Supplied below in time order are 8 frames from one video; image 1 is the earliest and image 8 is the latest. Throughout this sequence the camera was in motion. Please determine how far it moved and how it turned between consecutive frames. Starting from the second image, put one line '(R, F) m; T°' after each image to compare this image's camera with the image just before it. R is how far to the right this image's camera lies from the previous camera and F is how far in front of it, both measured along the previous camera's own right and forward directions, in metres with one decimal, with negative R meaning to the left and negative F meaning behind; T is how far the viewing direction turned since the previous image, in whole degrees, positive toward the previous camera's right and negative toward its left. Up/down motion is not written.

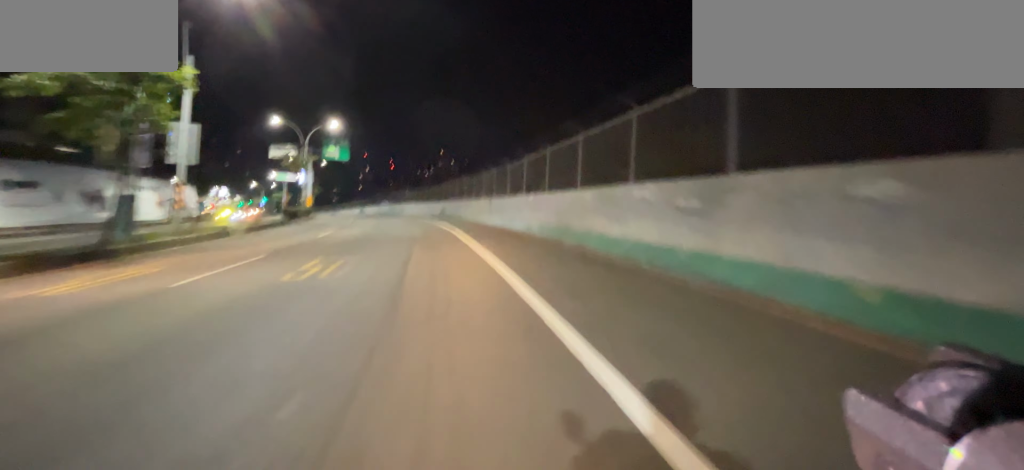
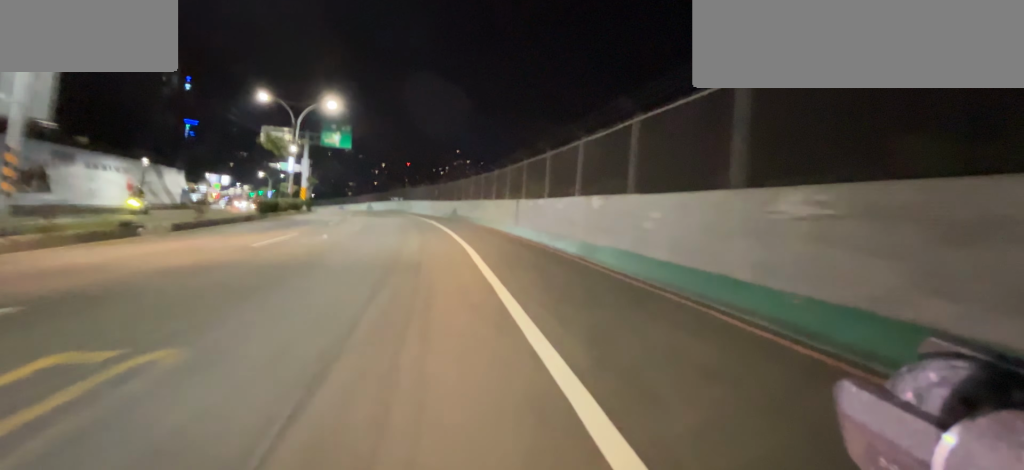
(-0.1, +6.5) m; -3°
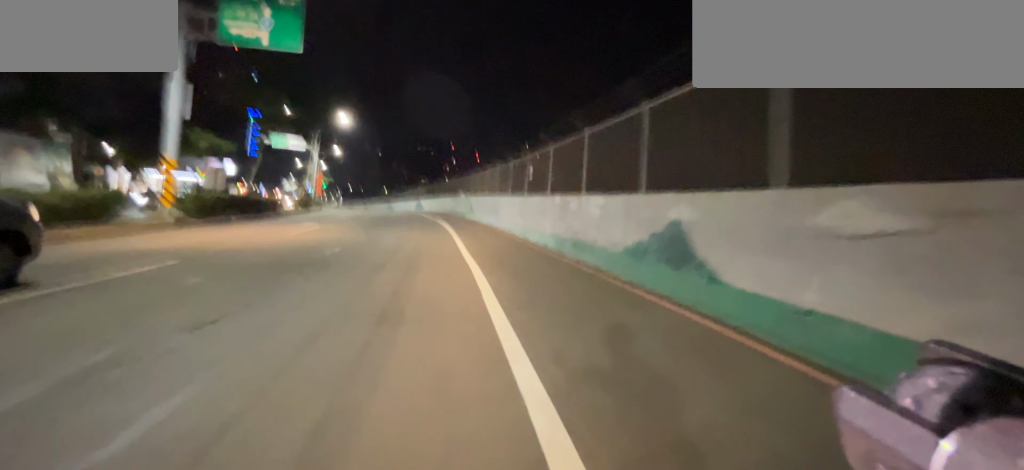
(-2.1, +28.2) m; -9°
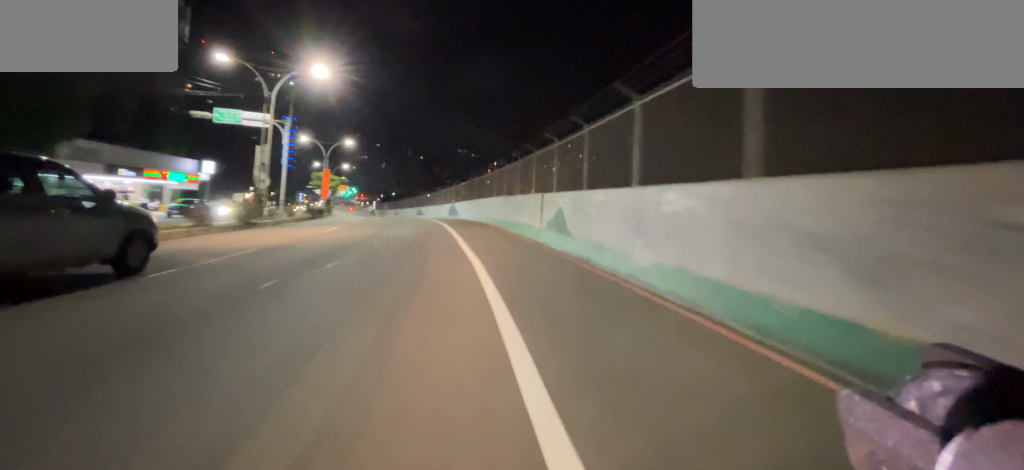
(-1.1, +17.8) m; -5°
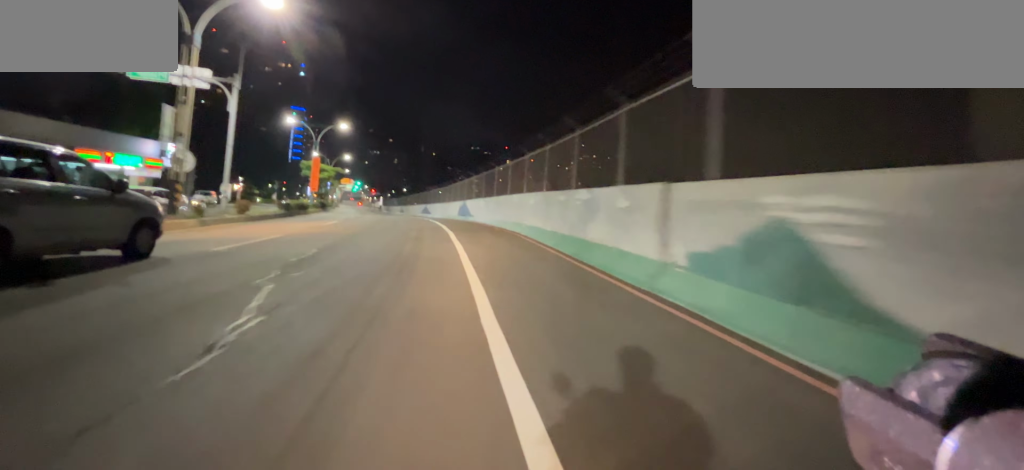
(+0.1, +8.2) m; -2°
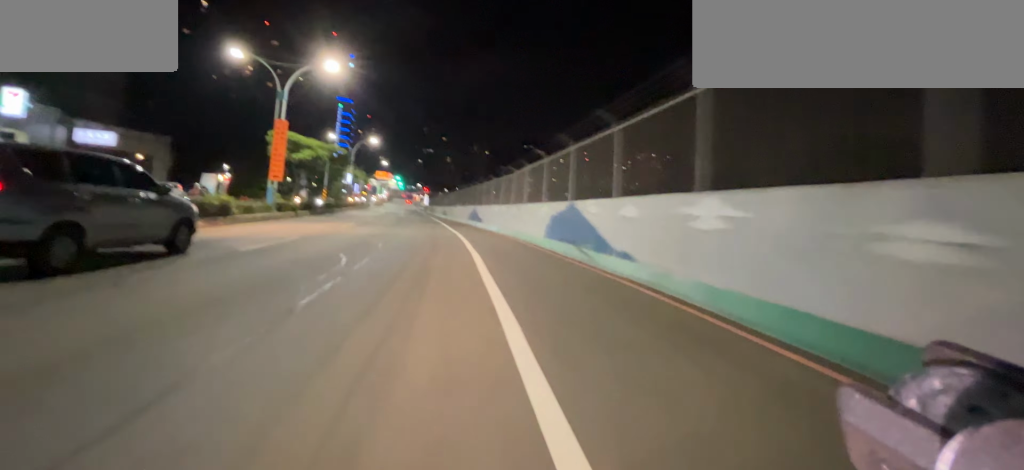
(-1.3, +20.6) m; -5°
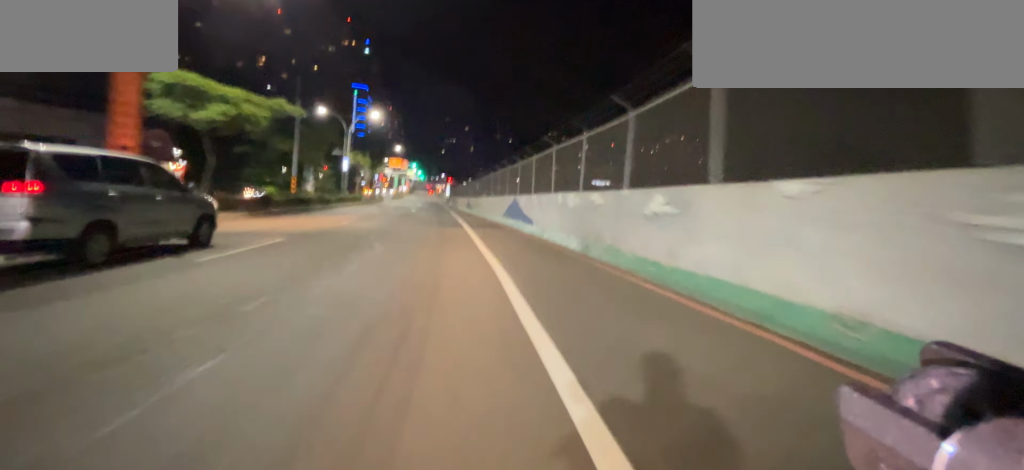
(0.0, +12.5) m; -2°
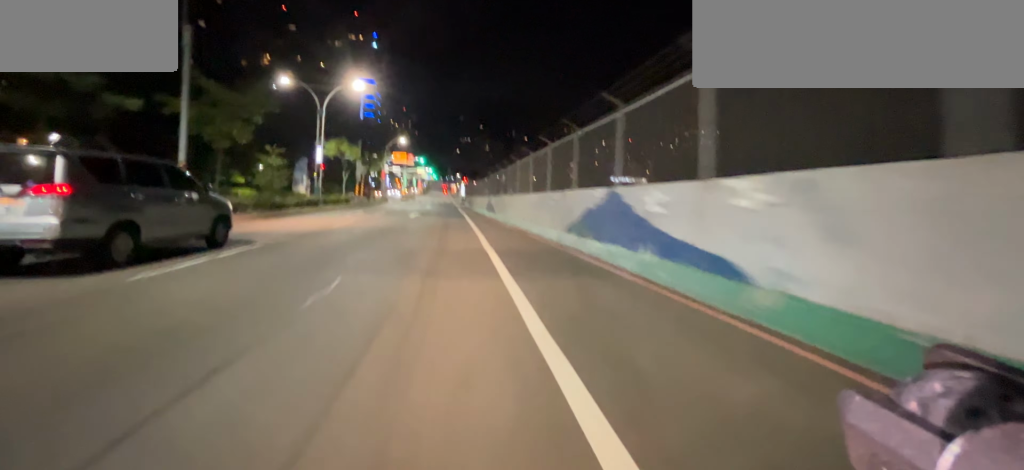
(-0.4, +11.8) m; -2°
